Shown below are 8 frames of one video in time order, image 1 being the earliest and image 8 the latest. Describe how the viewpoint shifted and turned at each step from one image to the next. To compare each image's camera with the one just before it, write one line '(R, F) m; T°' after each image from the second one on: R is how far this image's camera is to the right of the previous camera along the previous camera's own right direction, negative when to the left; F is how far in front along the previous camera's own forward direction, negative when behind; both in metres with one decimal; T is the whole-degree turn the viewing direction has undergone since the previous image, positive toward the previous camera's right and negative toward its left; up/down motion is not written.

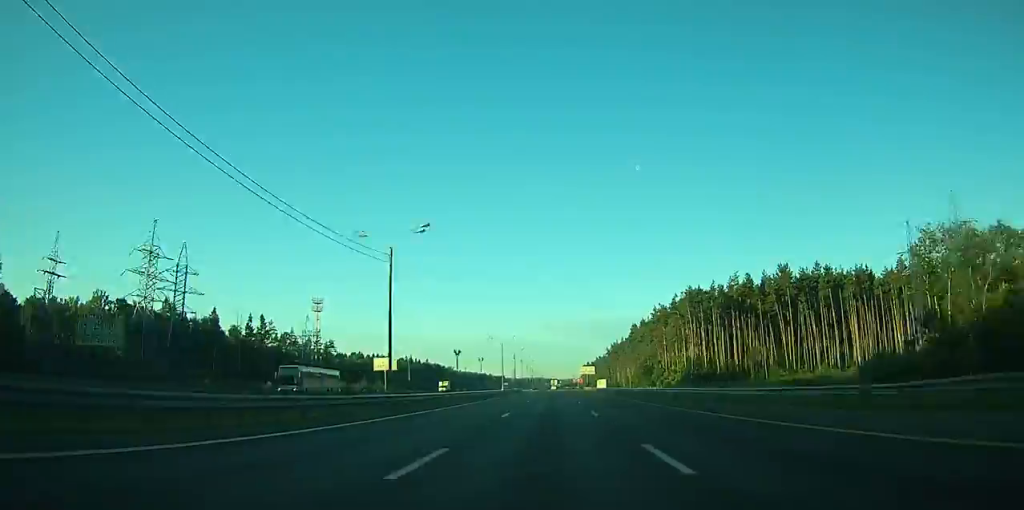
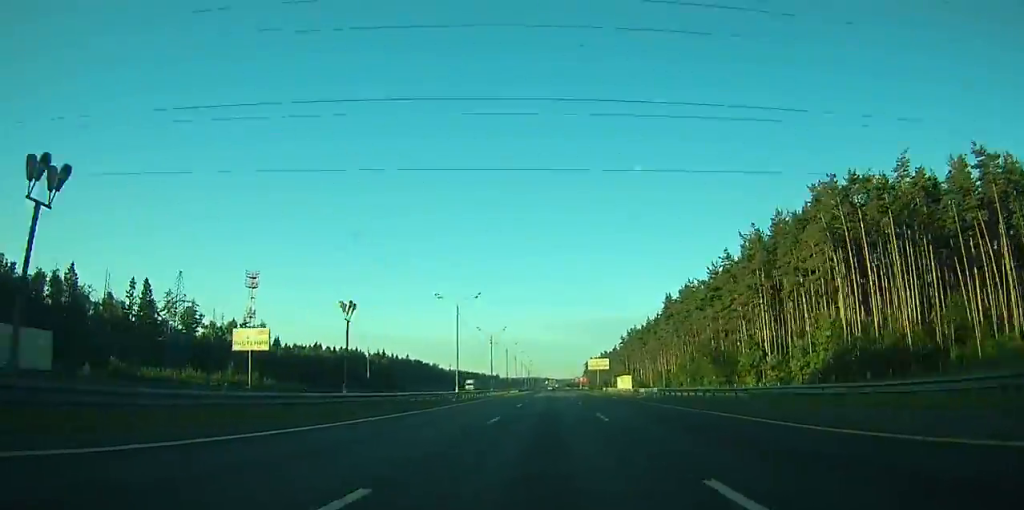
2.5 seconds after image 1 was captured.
(-0.1, +68.0) m; 0°
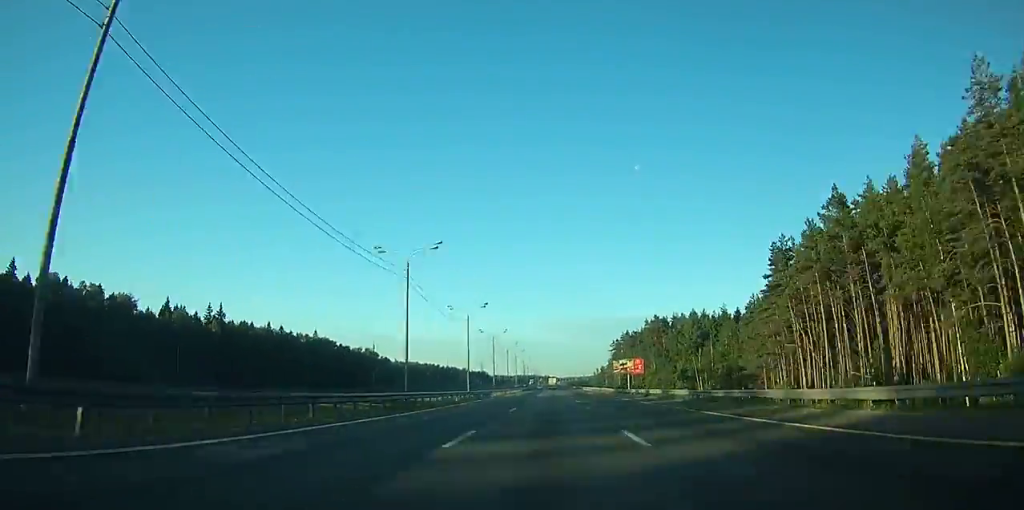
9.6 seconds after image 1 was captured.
(0.0, +190.9) m; 0°
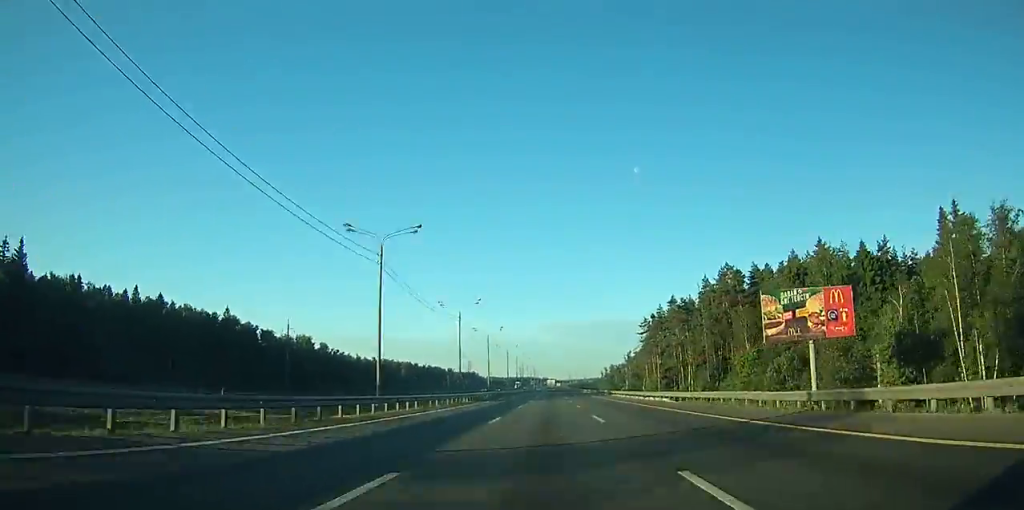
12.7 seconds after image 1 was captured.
(0.0, +84.1) m; 0°
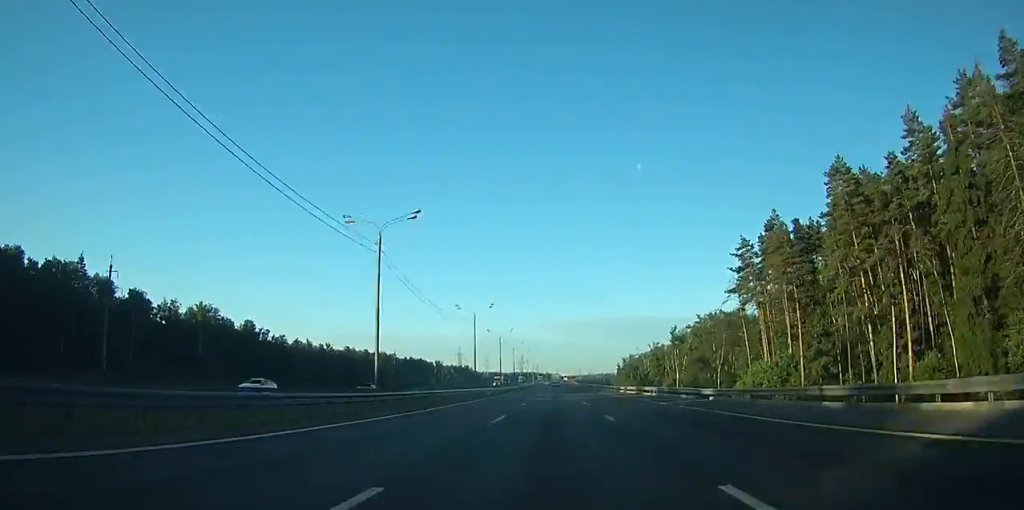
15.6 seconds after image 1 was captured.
(-0.2, +78.9) m; 0°
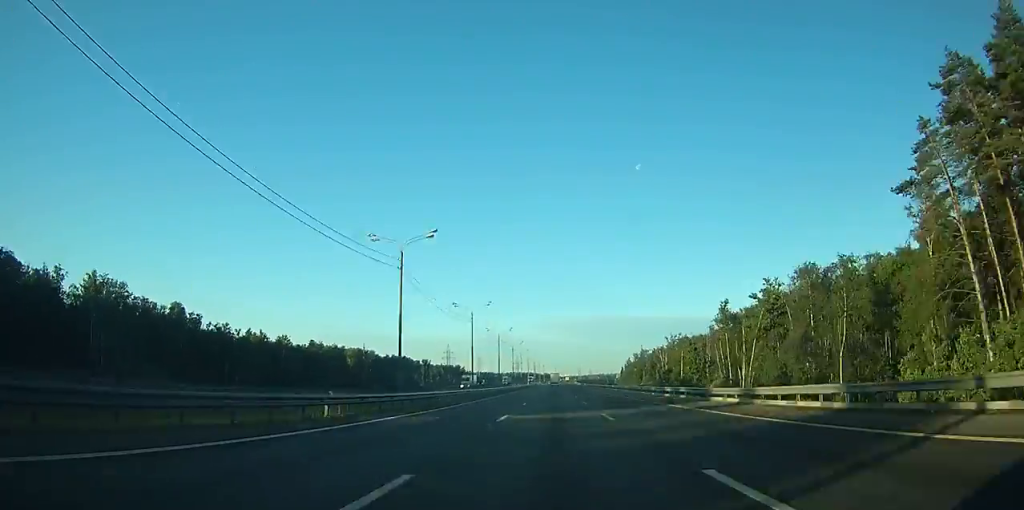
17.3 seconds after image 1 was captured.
(0.0, +45.5) m; 0°
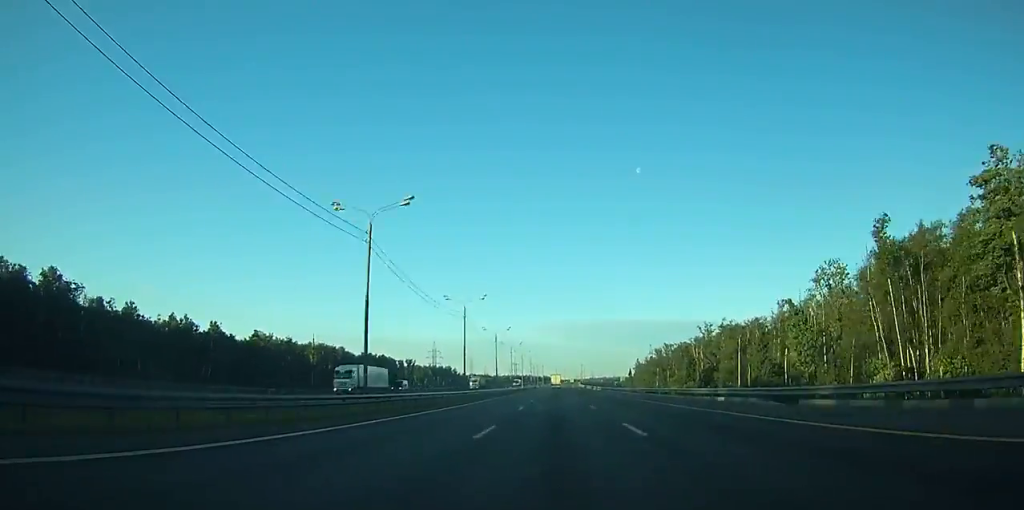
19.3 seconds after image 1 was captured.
(0.0, +55.3) m; 0°
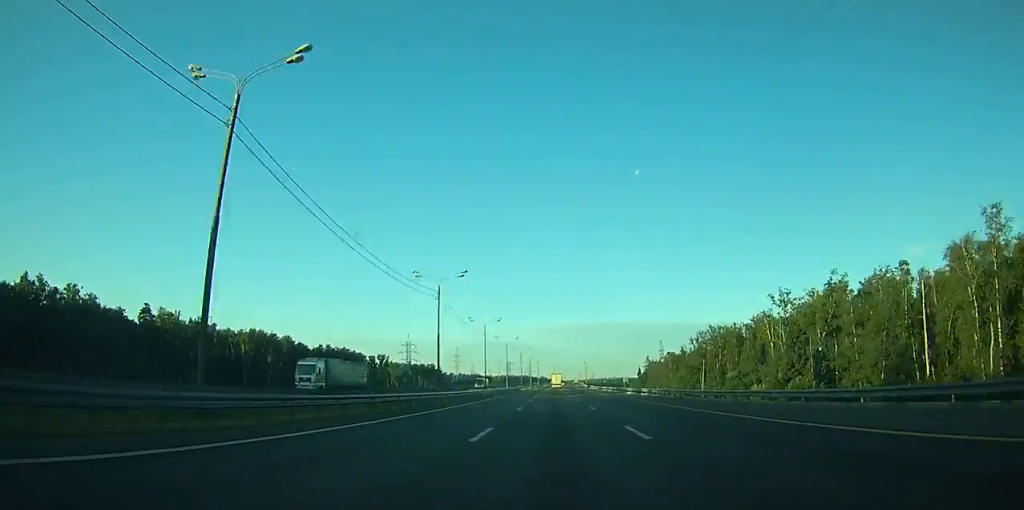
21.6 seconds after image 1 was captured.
(+0.1, +65.2) m; 0°
